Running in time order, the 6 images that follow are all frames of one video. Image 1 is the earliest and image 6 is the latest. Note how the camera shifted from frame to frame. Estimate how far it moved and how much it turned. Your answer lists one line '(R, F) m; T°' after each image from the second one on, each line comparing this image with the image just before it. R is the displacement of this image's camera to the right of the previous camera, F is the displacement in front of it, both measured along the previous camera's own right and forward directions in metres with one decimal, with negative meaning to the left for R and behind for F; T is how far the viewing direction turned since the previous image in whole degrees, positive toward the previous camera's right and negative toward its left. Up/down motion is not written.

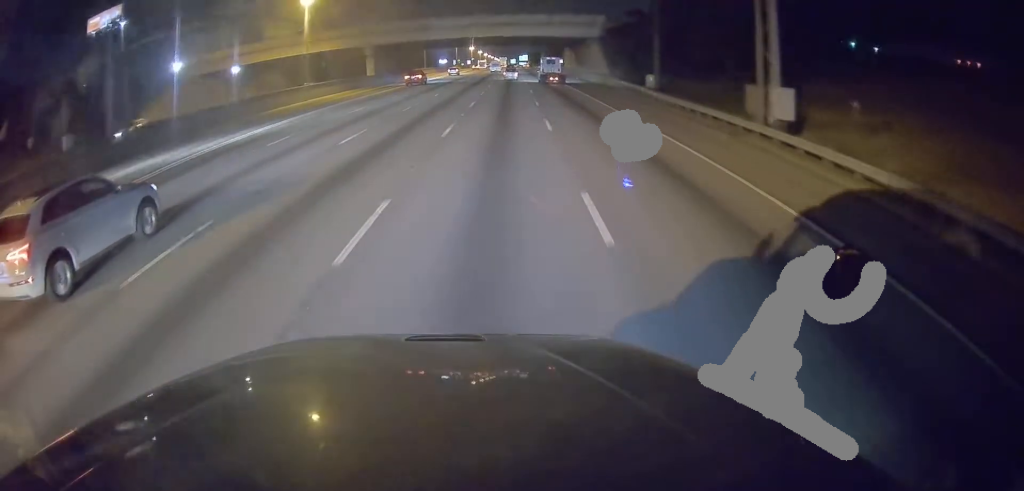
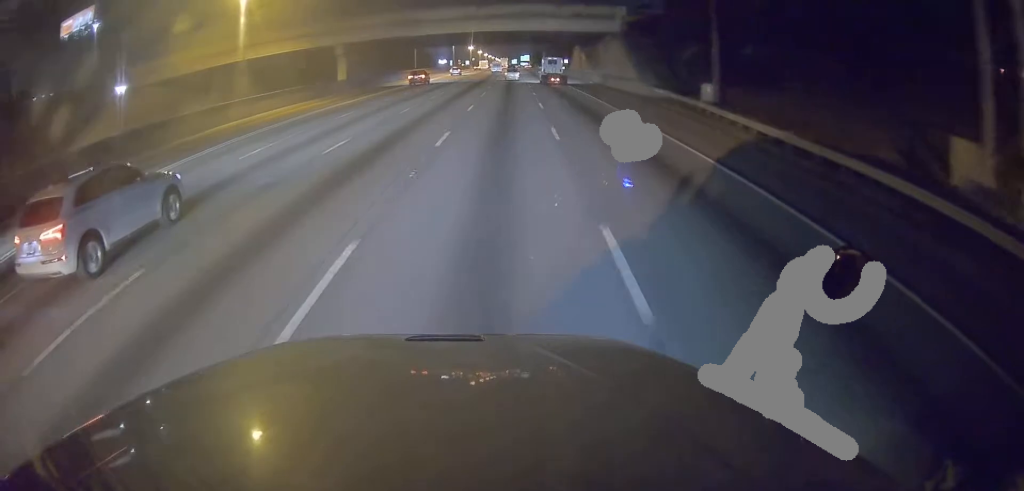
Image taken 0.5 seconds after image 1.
(-0.1, +14.5) m; 0°
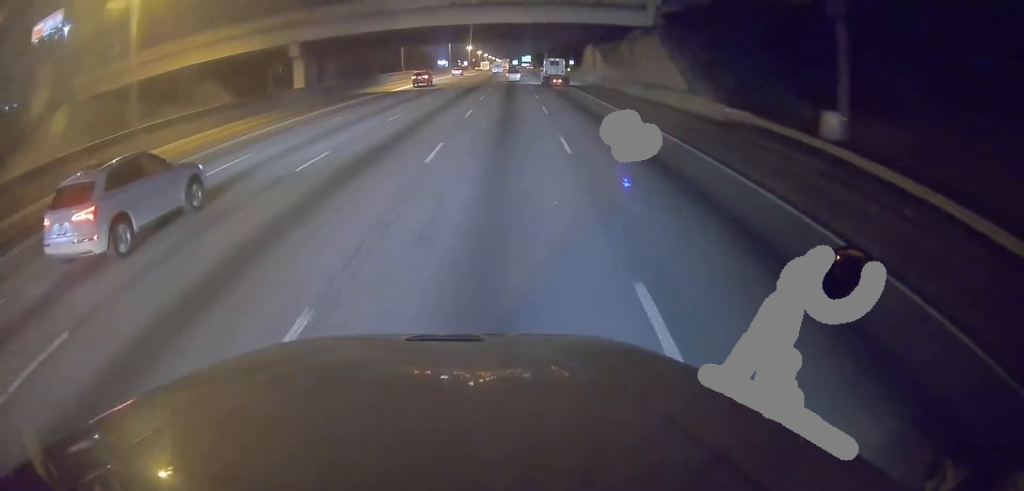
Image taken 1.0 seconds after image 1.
(-0.1, +14.5) m; 0°
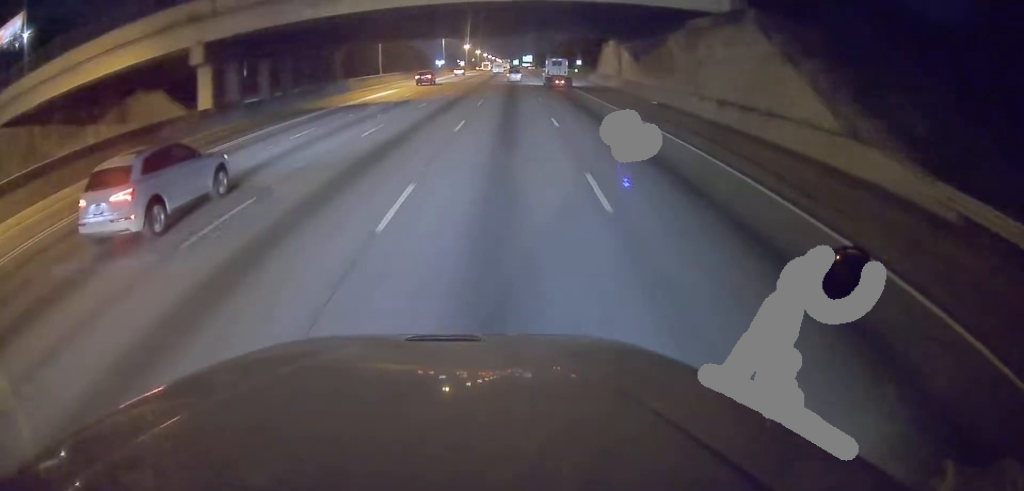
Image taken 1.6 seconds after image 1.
(+0.2, +18.1) m; 0°
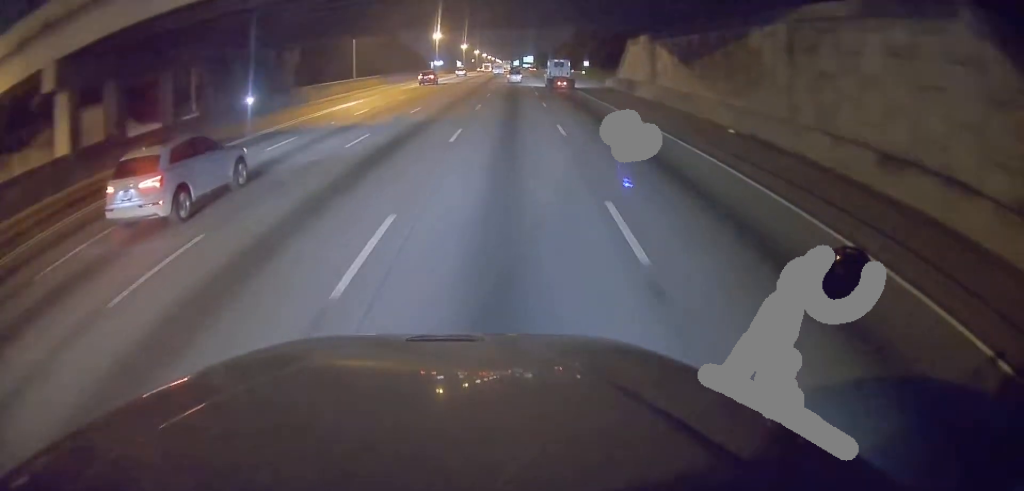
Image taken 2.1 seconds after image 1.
(+0.1, +14.5) m; 0°
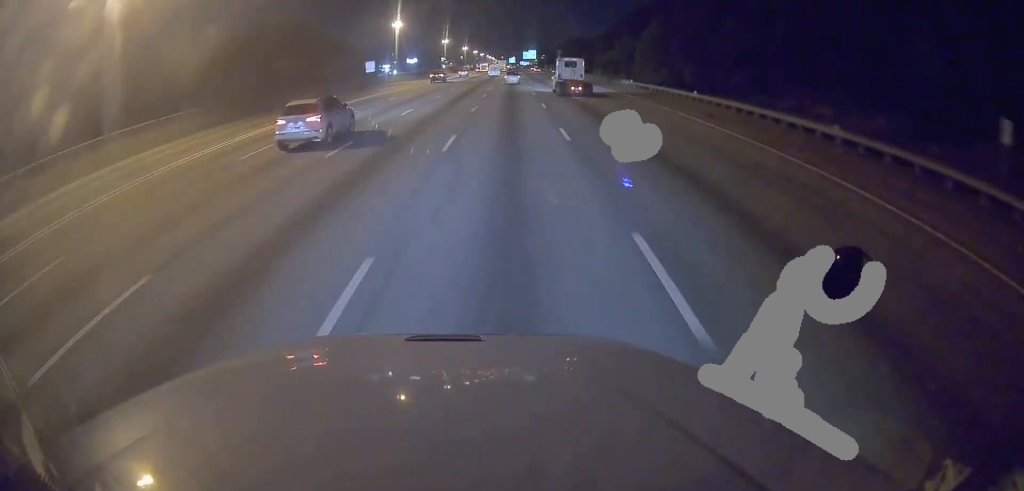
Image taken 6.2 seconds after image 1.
(-0.3, +122.8) m; 0°
